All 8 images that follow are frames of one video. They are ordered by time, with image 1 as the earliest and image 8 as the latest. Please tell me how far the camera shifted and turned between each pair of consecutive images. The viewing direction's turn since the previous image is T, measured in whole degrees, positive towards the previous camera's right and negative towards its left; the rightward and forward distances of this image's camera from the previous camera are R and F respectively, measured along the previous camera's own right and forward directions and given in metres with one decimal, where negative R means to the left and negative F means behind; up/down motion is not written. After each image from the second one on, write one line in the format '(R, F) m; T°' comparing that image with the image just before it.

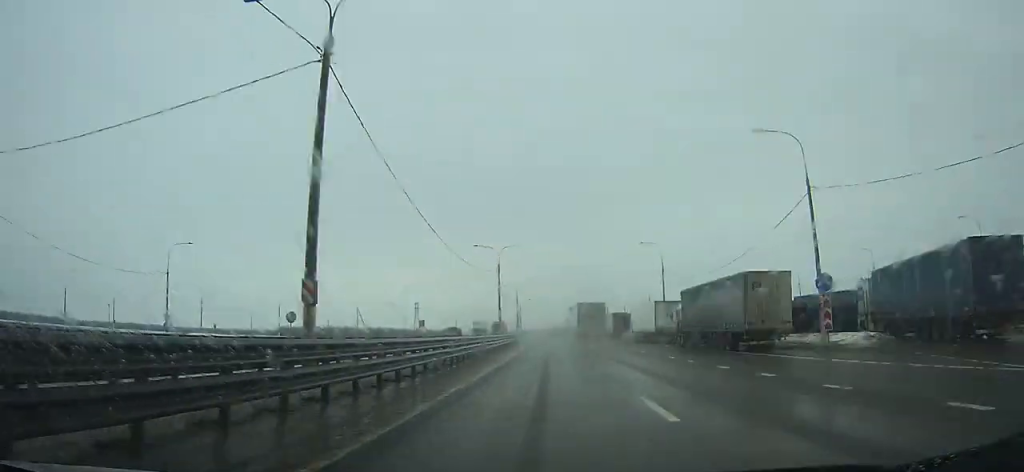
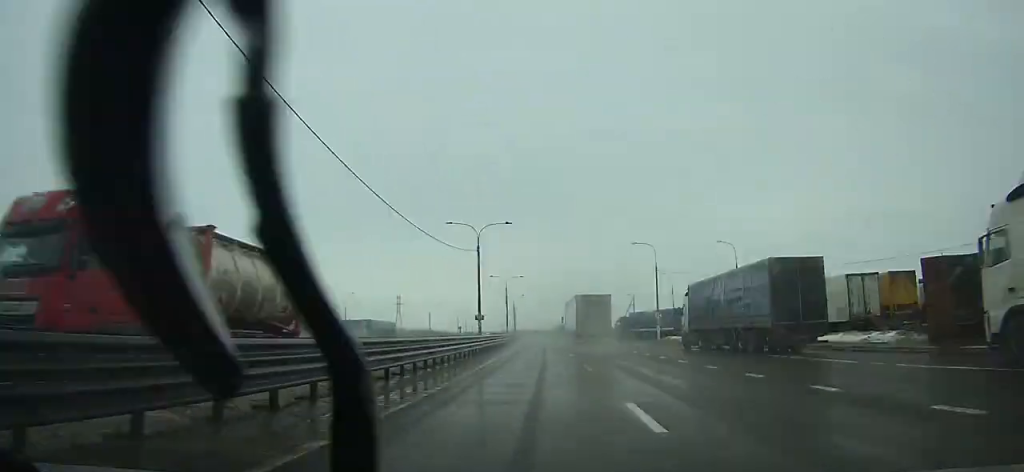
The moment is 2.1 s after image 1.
(-0.4, +57.7) m; -1°
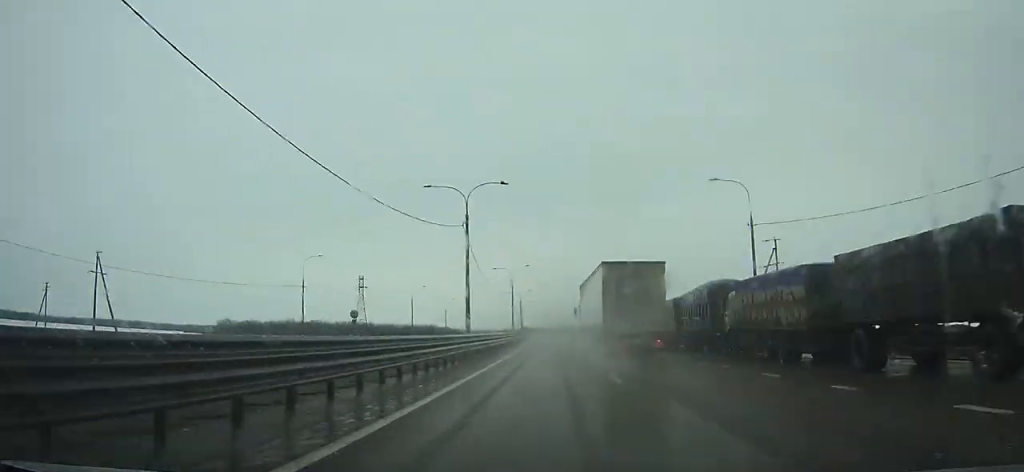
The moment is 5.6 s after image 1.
(-1.6, +95.8) m; -2°
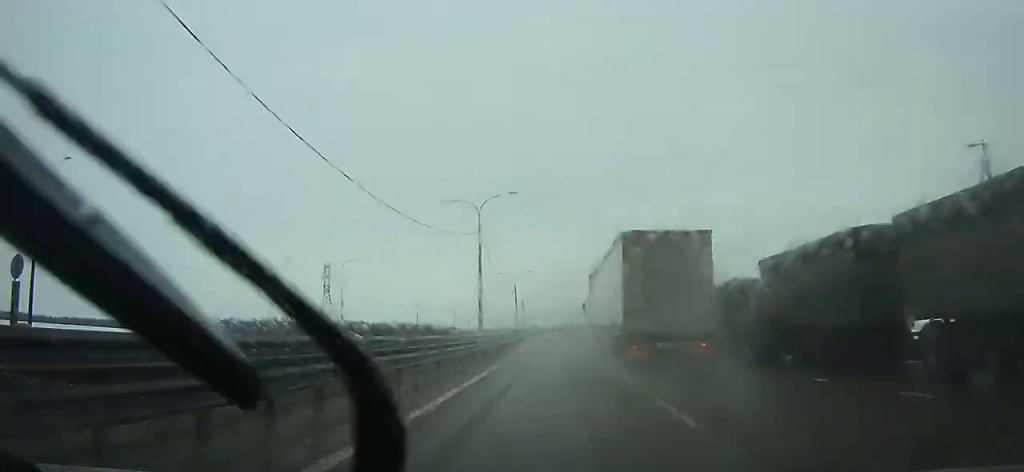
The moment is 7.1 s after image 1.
(-0.2, +40.8) m; -1°
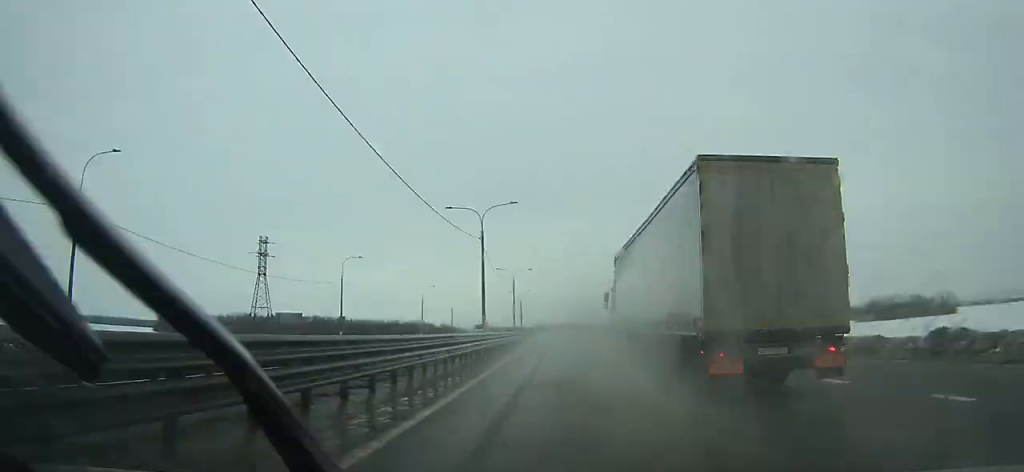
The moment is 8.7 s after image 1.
(-0.4, +43.3) m; -1°
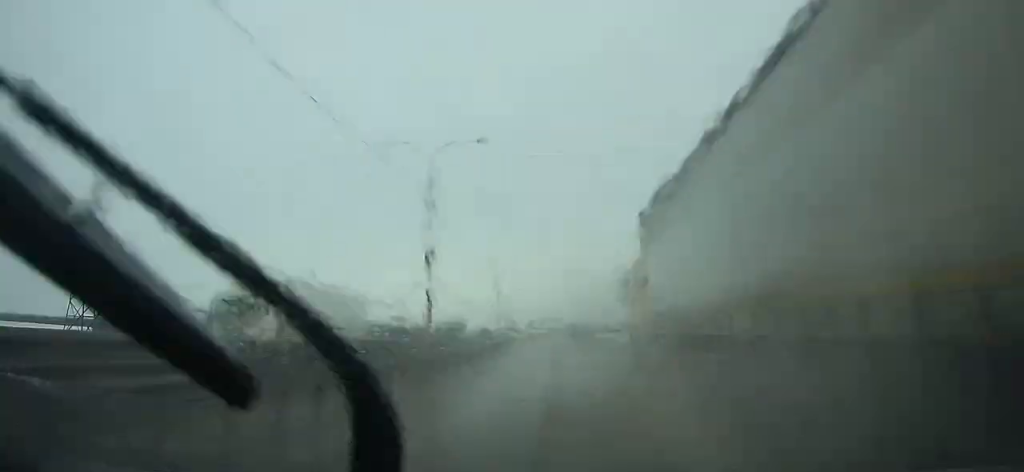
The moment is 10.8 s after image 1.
(-0.4, +56.8) m; -1°
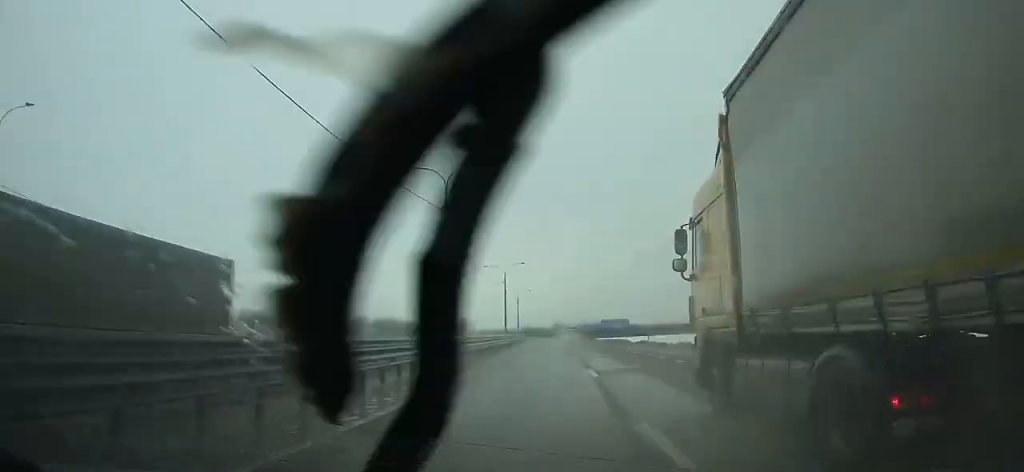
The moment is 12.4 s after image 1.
(-0.4, +43.2) m; -1°
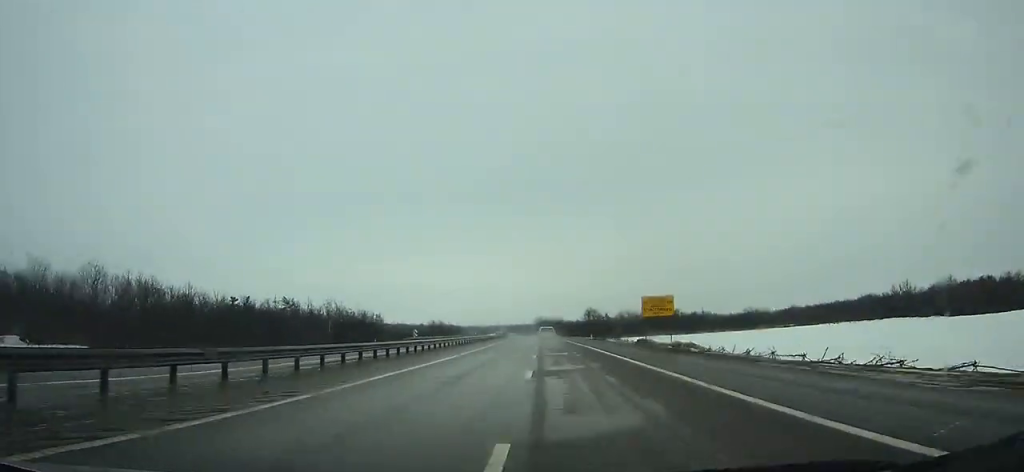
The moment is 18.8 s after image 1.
(-4.0, +171.6) m; -3°
